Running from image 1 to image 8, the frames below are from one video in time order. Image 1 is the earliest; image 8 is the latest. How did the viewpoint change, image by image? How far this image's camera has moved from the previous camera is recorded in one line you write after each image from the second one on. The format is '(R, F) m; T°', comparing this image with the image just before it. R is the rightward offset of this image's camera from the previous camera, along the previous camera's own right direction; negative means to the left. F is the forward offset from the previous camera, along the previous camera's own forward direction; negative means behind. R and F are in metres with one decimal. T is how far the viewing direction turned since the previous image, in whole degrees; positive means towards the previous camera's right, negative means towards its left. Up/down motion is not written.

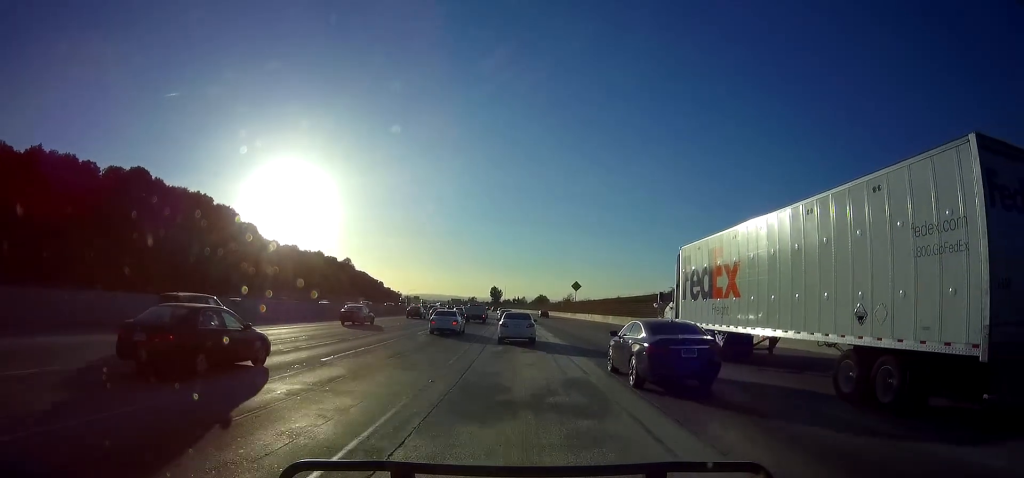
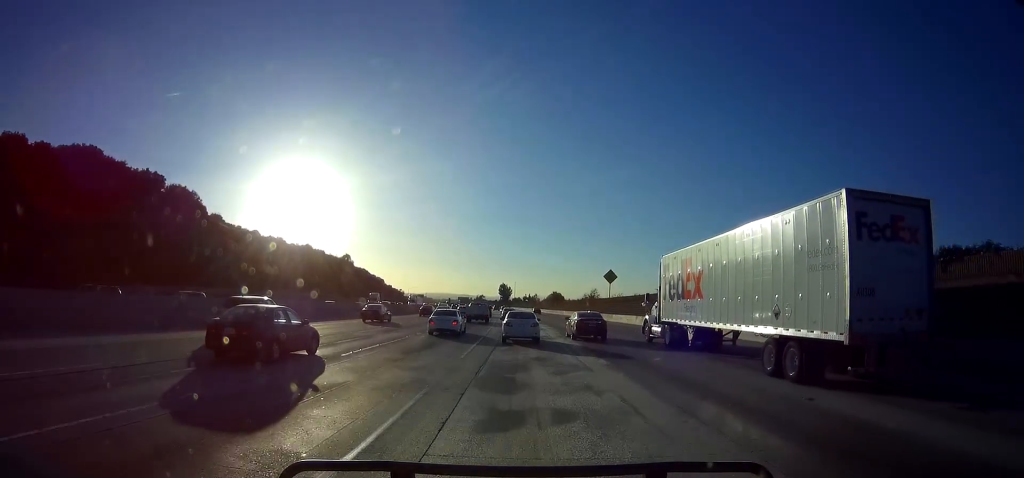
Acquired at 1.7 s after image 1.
(-0.4, +28.0) m; -1°
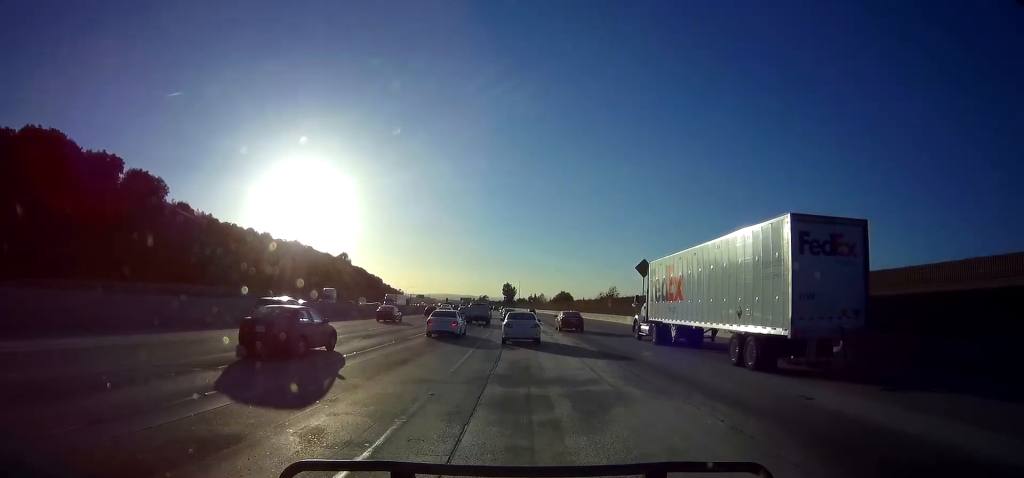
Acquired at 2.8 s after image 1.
(0.0, +18.0) m; -1°
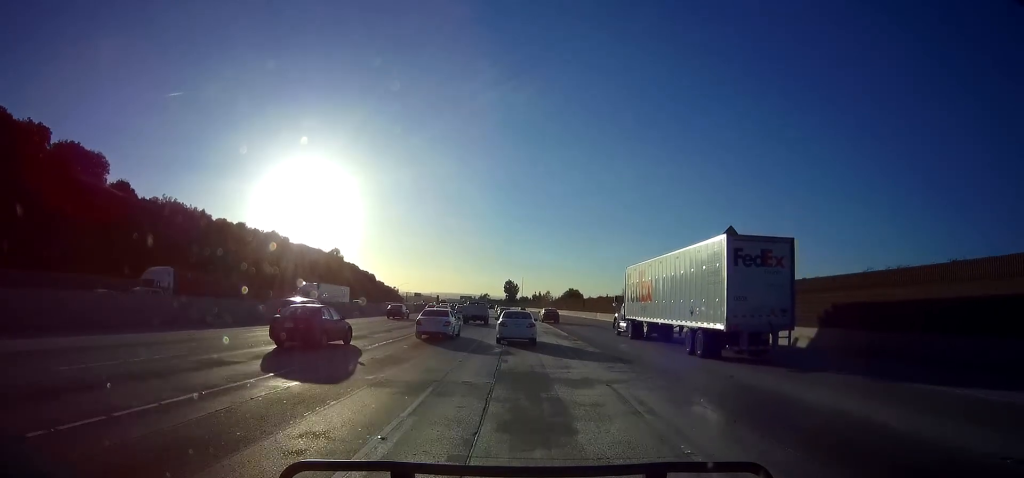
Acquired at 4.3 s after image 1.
(-0.3, +24.0) m; -1°
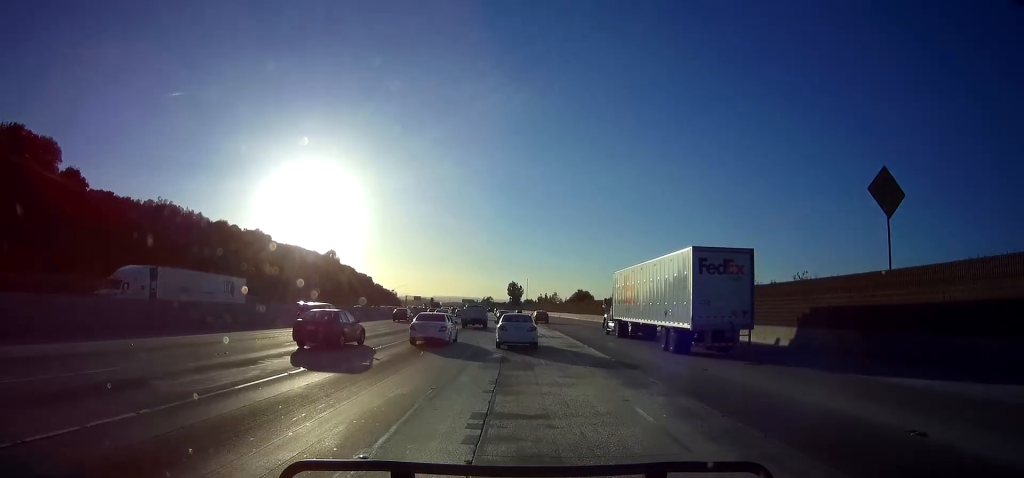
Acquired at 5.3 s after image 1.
(0.0, +16.2) m; 0°
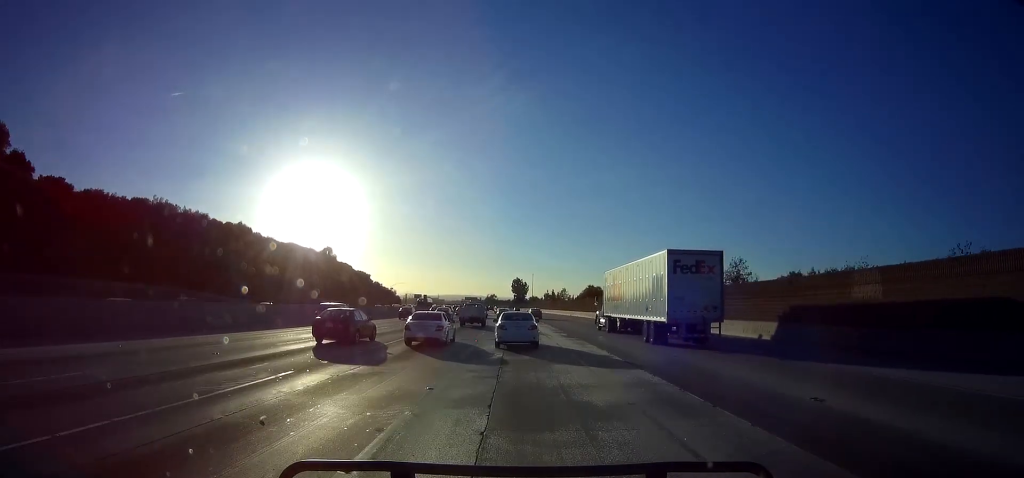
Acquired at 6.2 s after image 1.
(+0.1, +15.1) m; 0°
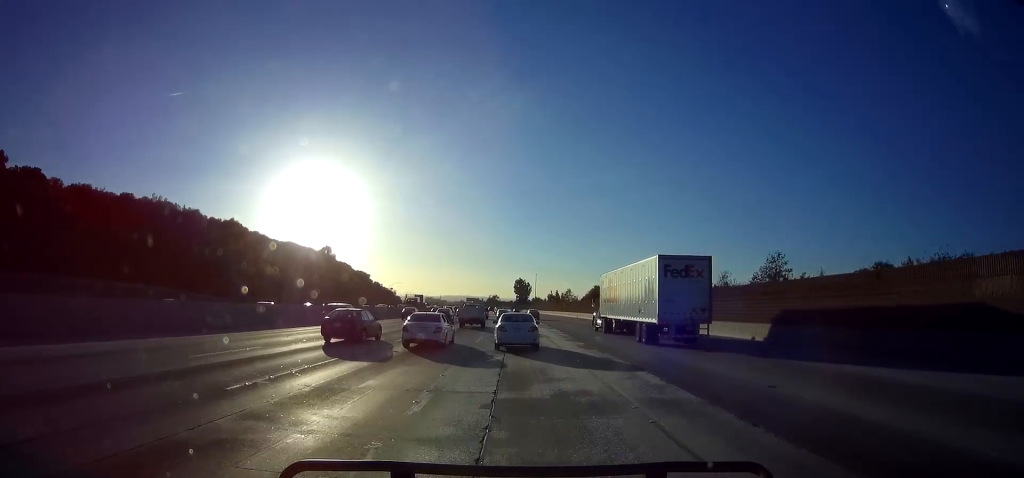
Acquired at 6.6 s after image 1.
(+0.1, +7.1) m; -1°
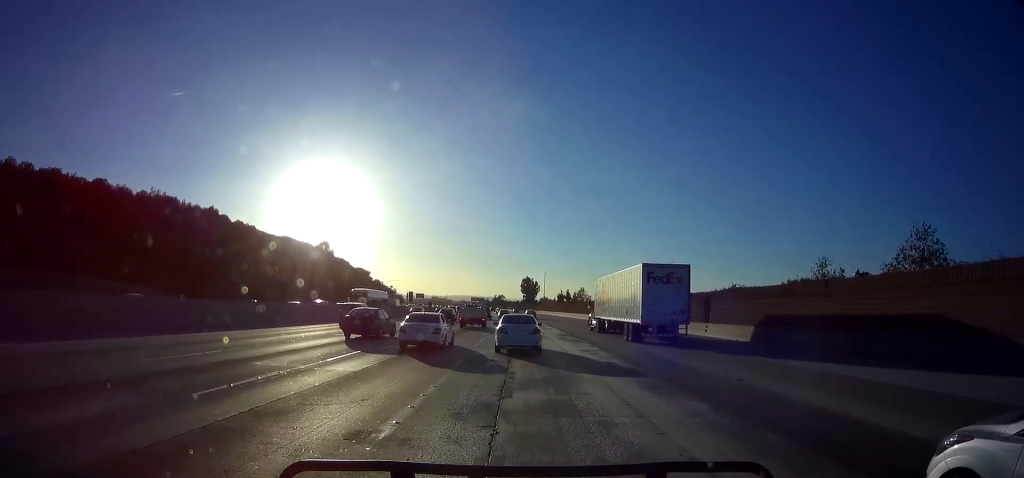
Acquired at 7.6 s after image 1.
(-0.3, +16.3) m; -1°
